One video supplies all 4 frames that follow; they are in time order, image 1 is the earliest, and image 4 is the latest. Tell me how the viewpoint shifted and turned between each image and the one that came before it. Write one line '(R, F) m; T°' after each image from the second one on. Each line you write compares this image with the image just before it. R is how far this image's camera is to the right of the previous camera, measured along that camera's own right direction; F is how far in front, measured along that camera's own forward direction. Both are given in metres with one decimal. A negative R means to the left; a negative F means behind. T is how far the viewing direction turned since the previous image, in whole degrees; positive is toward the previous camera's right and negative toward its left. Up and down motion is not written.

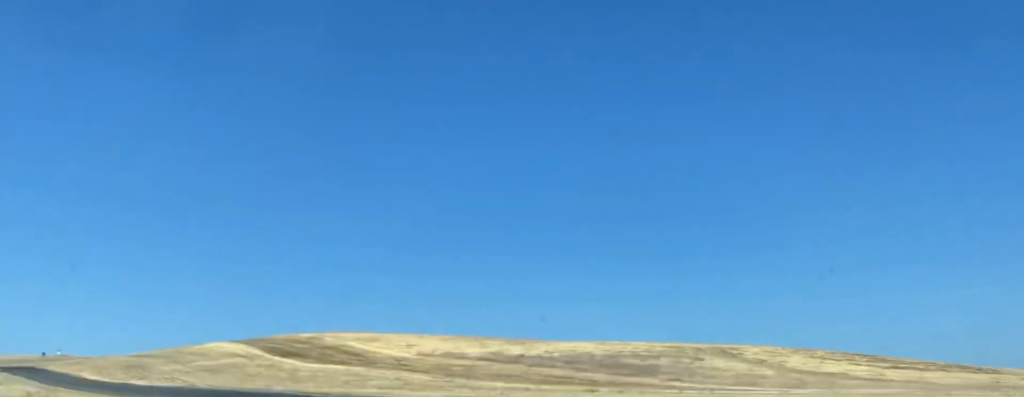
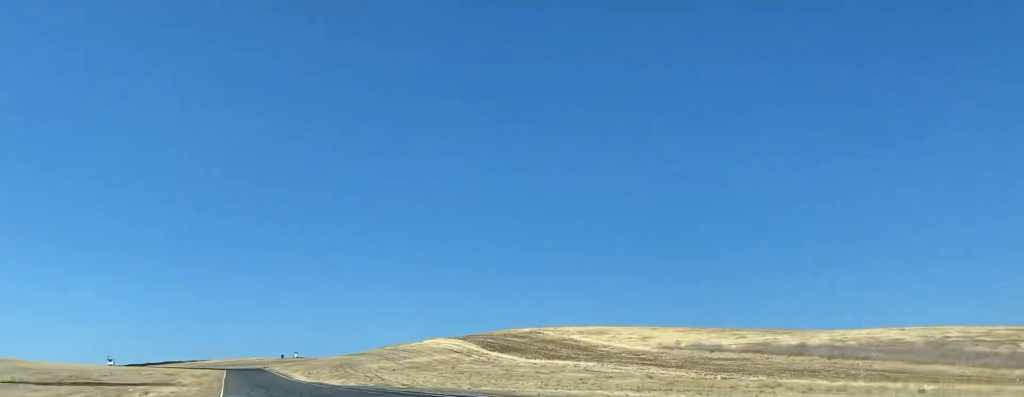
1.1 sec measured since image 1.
(-7.7, +41.7) m; -13°
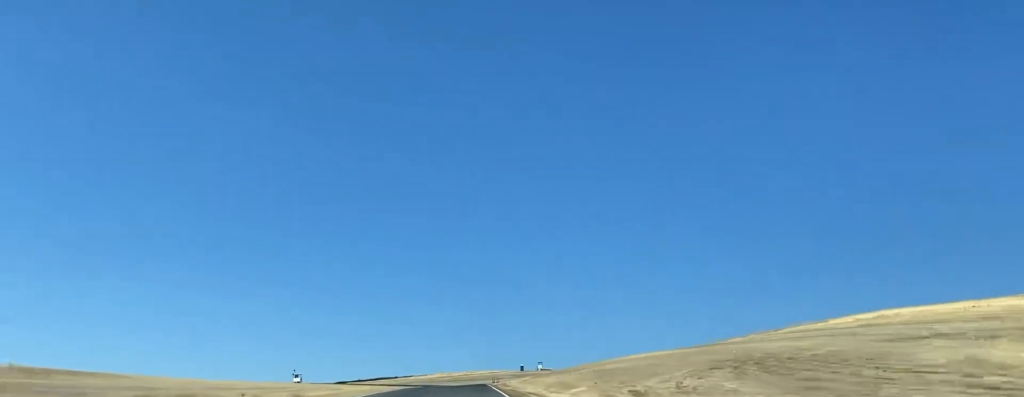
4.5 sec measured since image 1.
(-6.7, +150.3) m; -1°
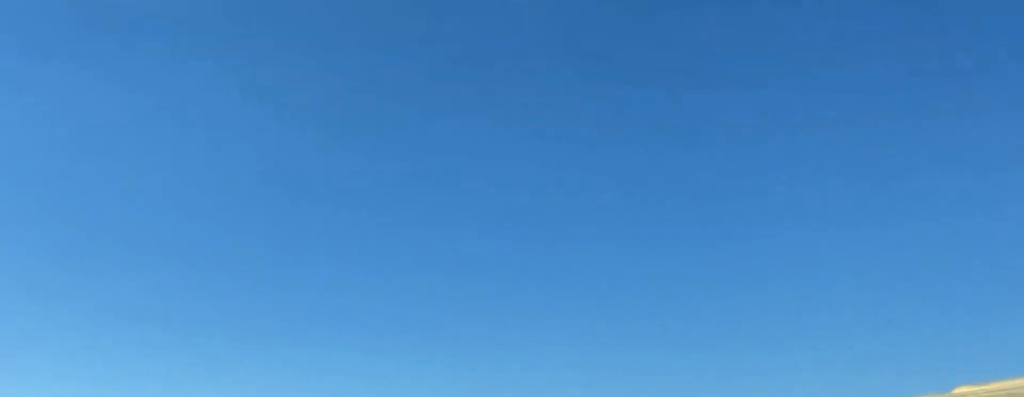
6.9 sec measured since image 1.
(+1.2, +94.4) m; -2°
